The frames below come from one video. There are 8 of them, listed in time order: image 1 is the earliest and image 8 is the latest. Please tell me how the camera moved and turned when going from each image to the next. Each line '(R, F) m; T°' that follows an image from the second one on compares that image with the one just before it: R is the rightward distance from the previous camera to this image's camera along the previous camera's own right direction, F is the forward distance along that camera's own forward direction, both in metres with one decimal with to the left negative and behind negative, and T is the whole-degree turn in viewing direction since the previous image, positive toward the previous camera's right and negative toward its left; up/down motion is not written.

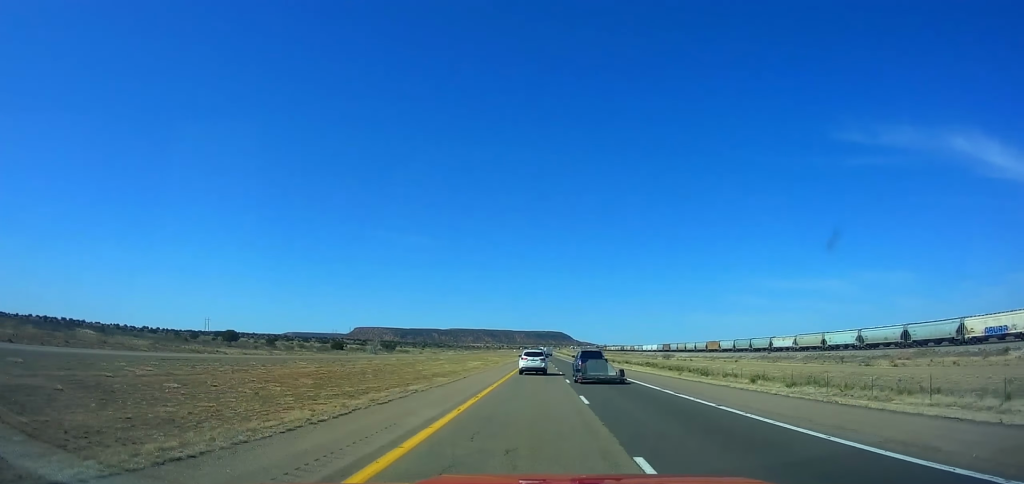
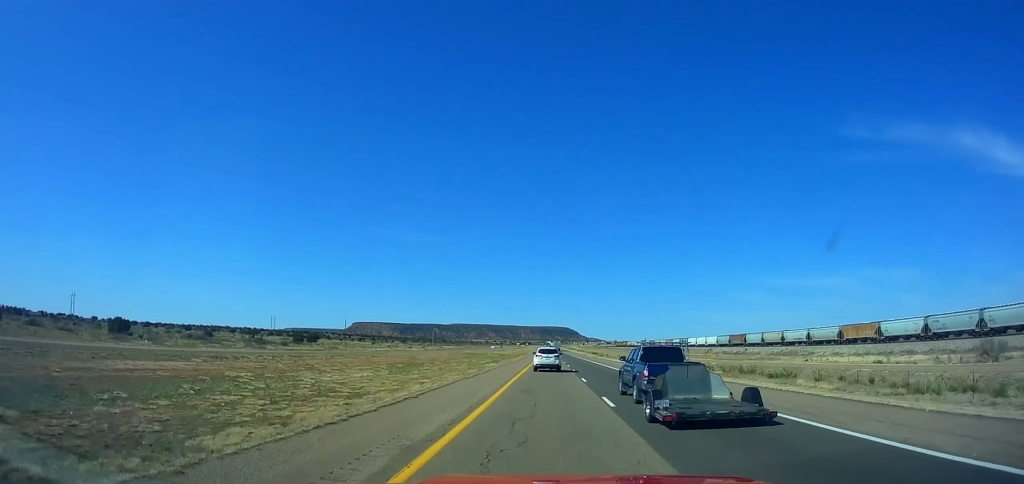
(-0.4, +147.3) m; 0°
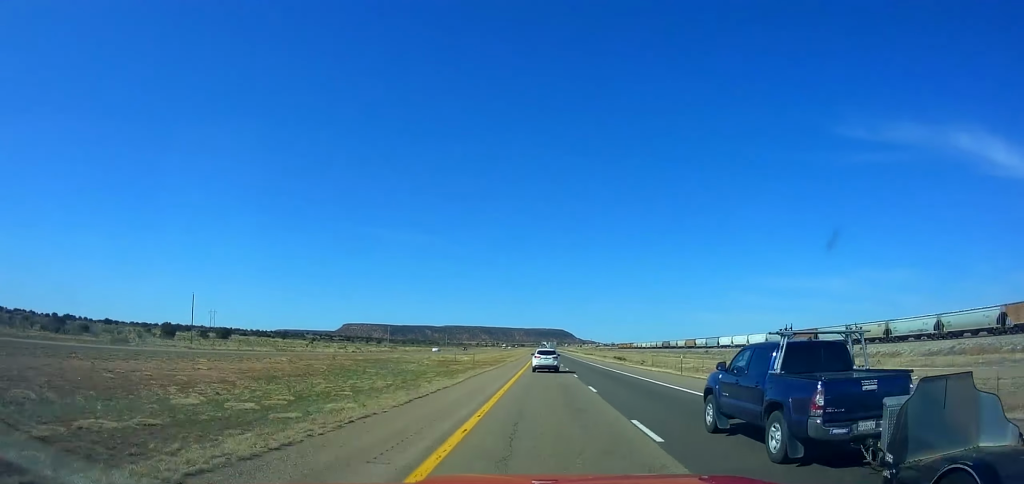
(+0.1, +78.8) m; 0°
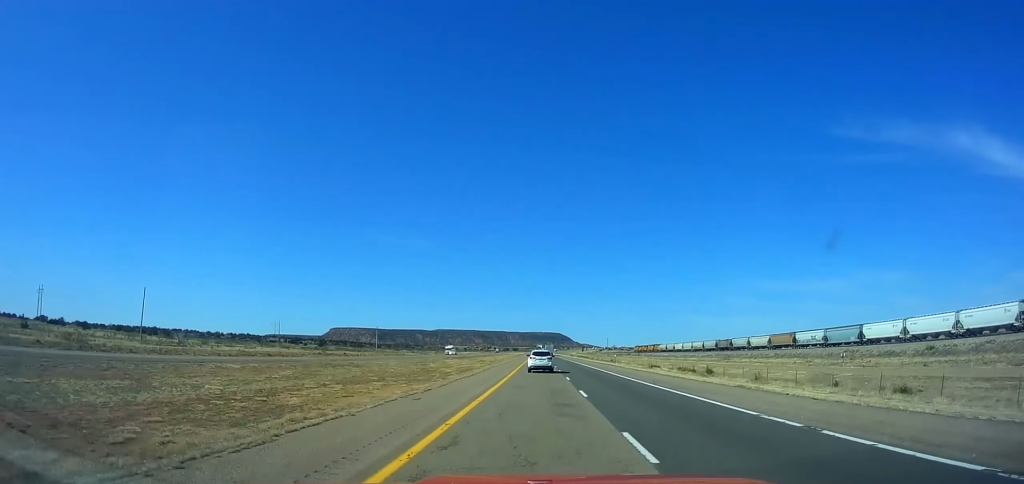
(+0.7, +147.0) m; 0°
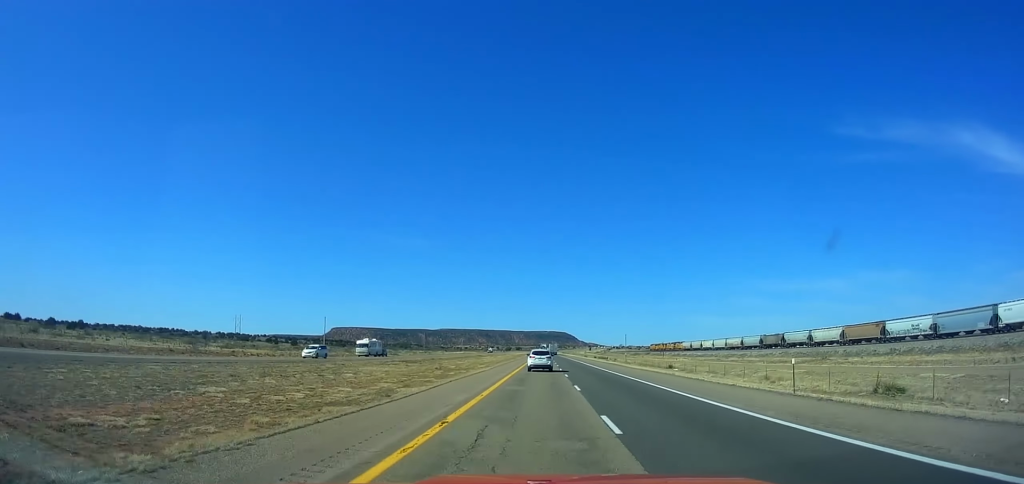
(0.0, +57.9) m; 0°
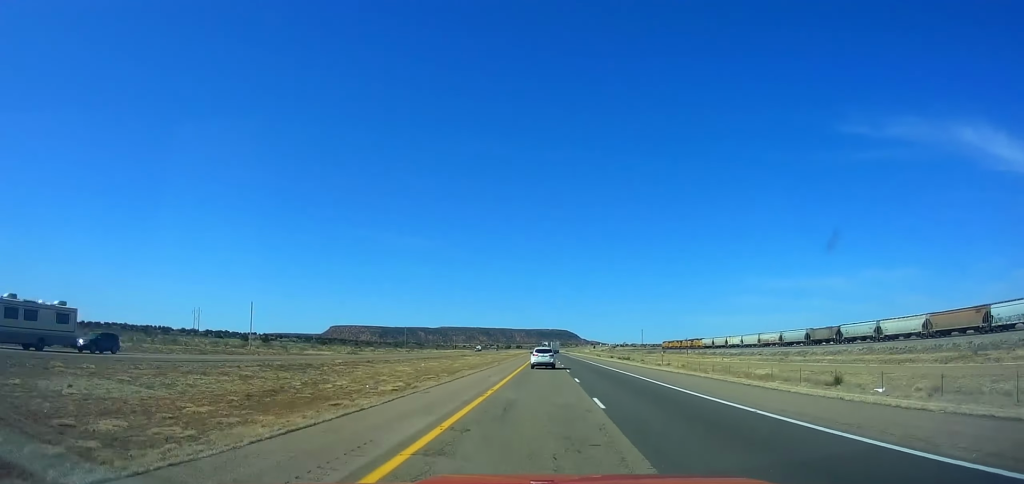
(-0.1, +44.4) m; 0°
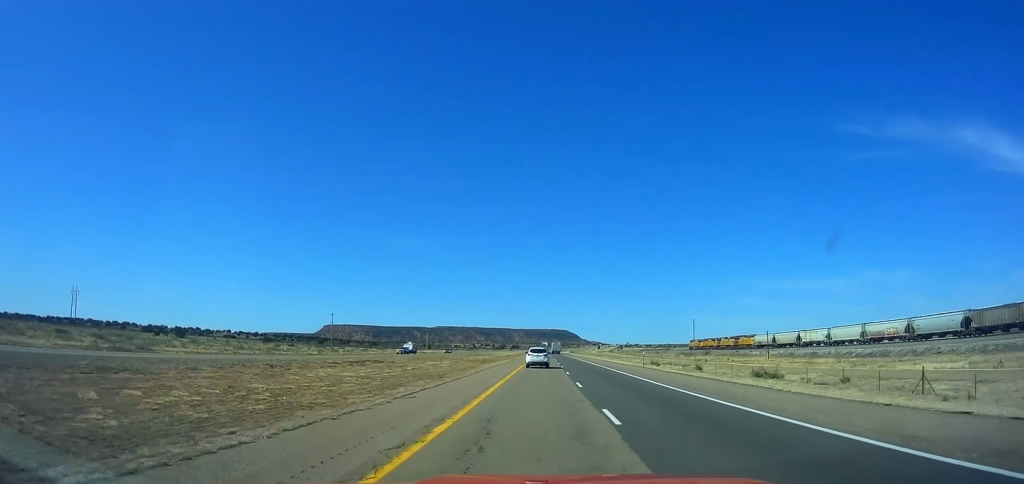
(-0.4, +88.7) m; 0°
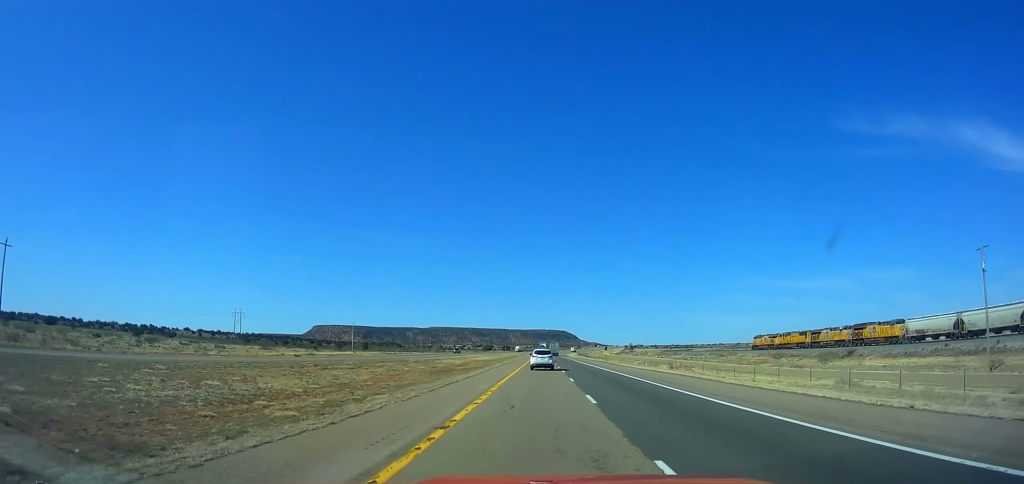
(+0.4, +116.1) m; 0°
